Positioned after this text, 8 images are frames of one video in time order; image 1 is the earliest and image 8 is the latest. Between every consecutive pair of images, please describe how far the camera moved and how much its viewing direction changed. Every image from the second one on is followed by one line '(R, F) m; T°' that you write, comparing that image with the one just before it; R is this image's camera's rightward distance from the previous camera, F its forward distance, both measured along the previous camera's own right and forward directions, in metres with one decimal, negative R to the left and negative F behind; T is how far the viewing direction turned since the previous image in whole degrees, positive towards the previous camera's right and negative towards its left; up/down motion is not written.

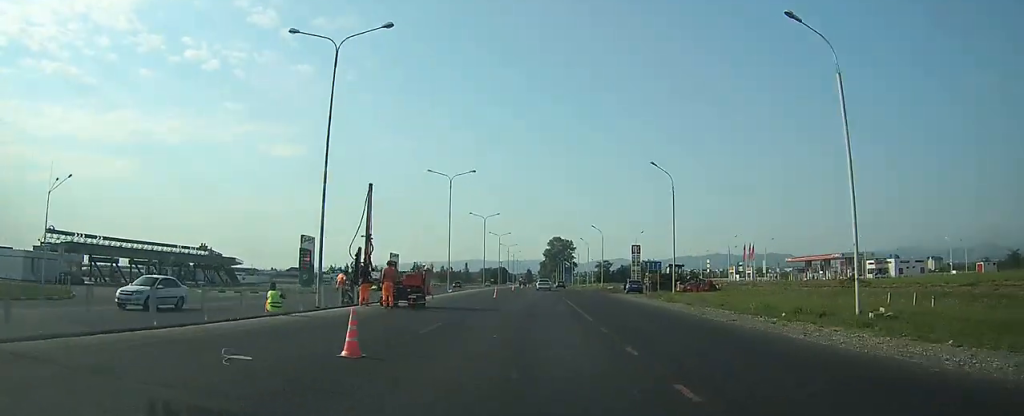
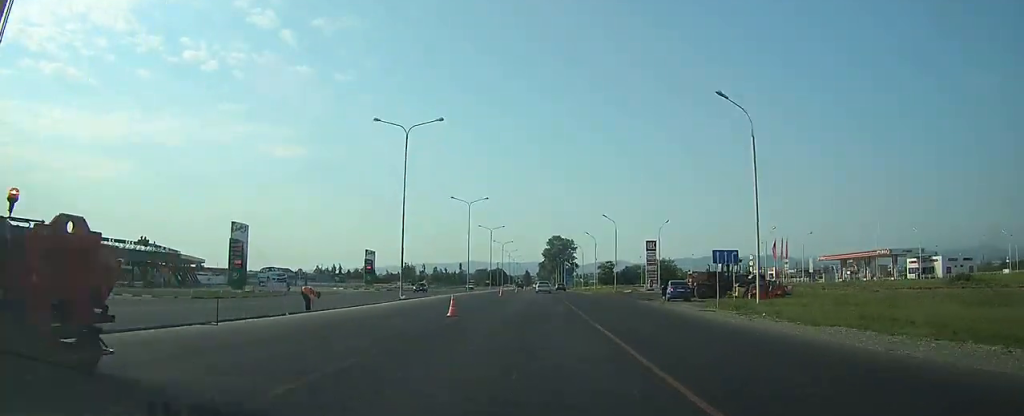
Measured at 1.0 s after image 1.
(-0.1, +20.0) m; 0°
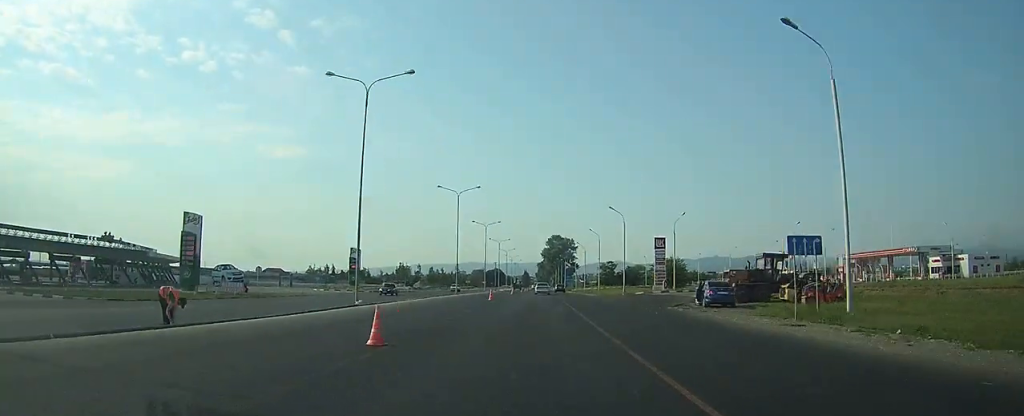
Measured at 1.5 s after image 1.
(0.0, +9.6) m; 0°
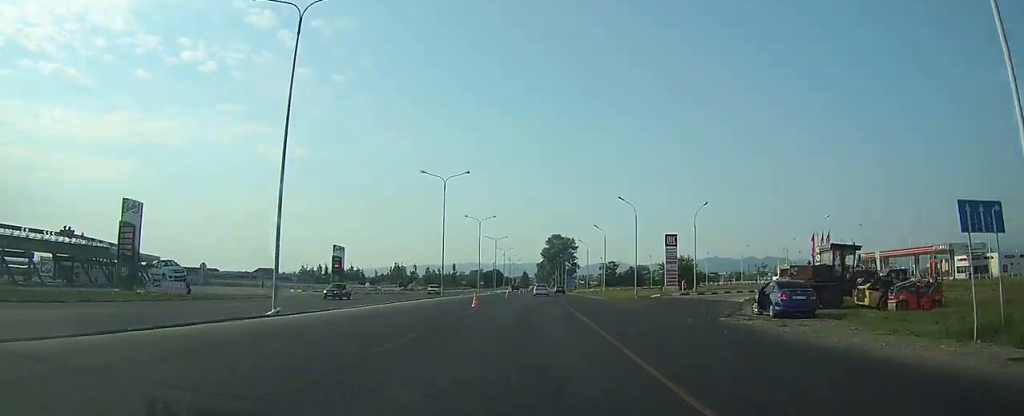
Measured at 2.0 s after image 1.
(0.0, +9.5) m; 0°
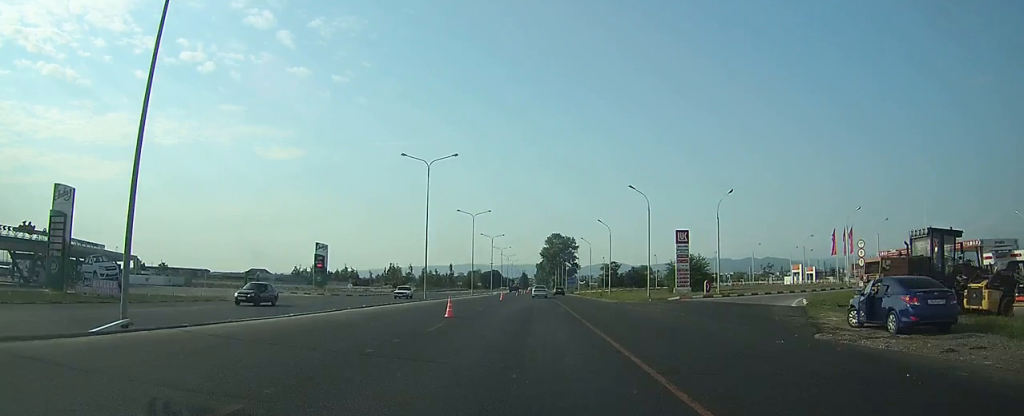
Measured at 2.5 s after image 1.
(0.0, +8.2) m; 0°
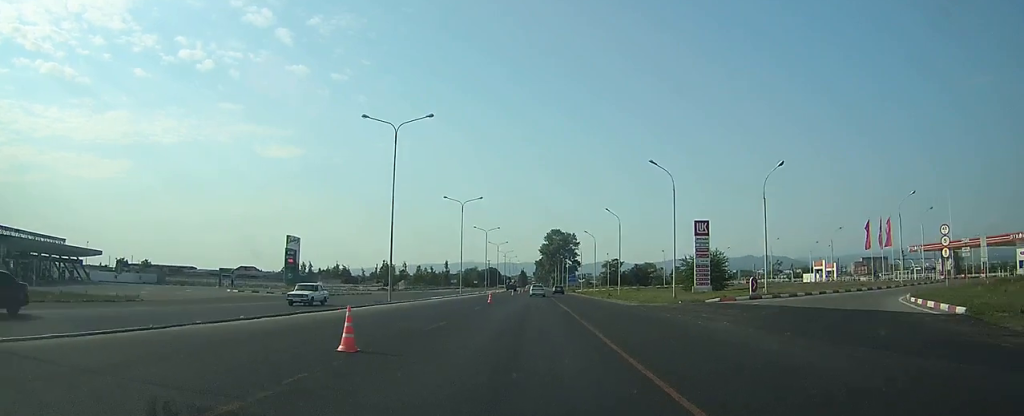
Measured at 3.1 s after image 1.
(0.0, +11.4) m; 0°
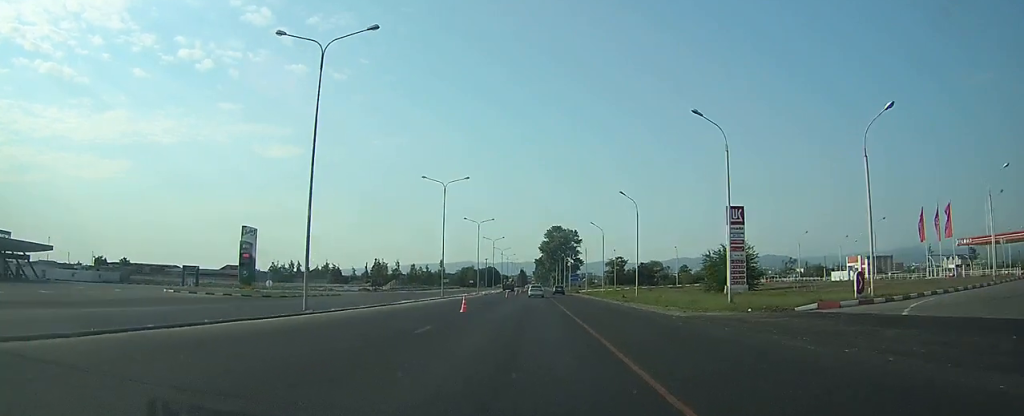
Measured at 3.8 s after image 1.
(0.0, +13.9) m; 0°
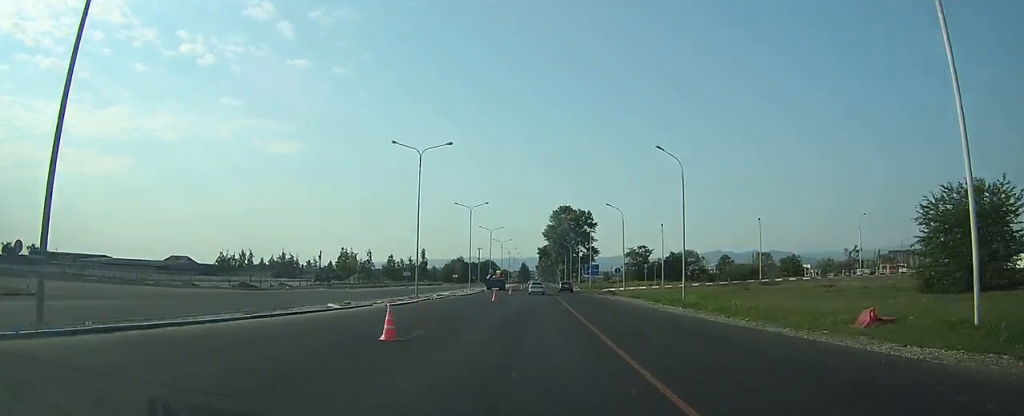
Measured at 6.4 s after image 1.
(+0.2, +50.1) m; 0°
